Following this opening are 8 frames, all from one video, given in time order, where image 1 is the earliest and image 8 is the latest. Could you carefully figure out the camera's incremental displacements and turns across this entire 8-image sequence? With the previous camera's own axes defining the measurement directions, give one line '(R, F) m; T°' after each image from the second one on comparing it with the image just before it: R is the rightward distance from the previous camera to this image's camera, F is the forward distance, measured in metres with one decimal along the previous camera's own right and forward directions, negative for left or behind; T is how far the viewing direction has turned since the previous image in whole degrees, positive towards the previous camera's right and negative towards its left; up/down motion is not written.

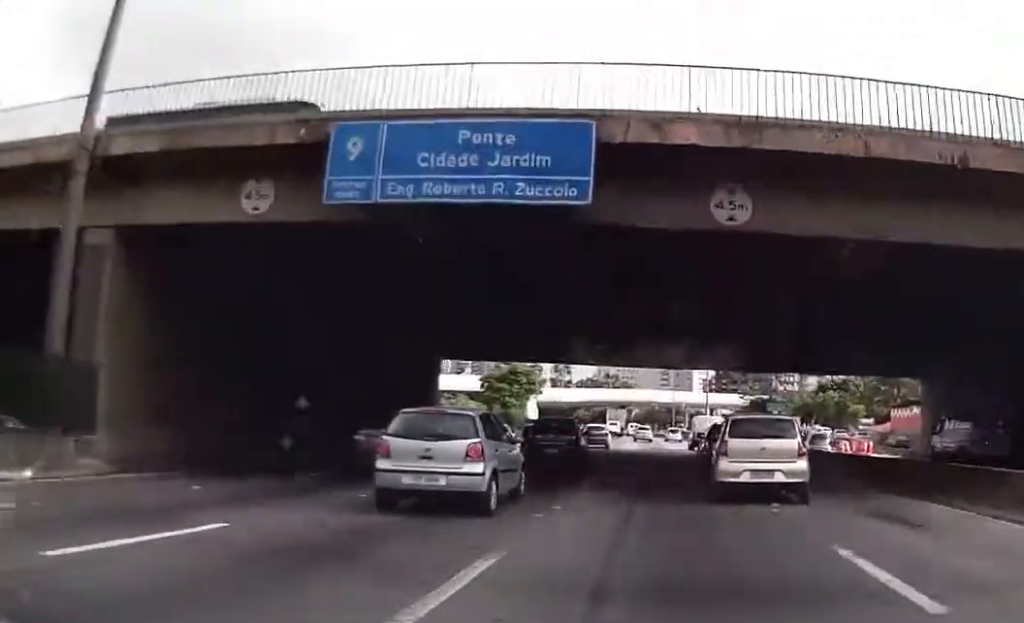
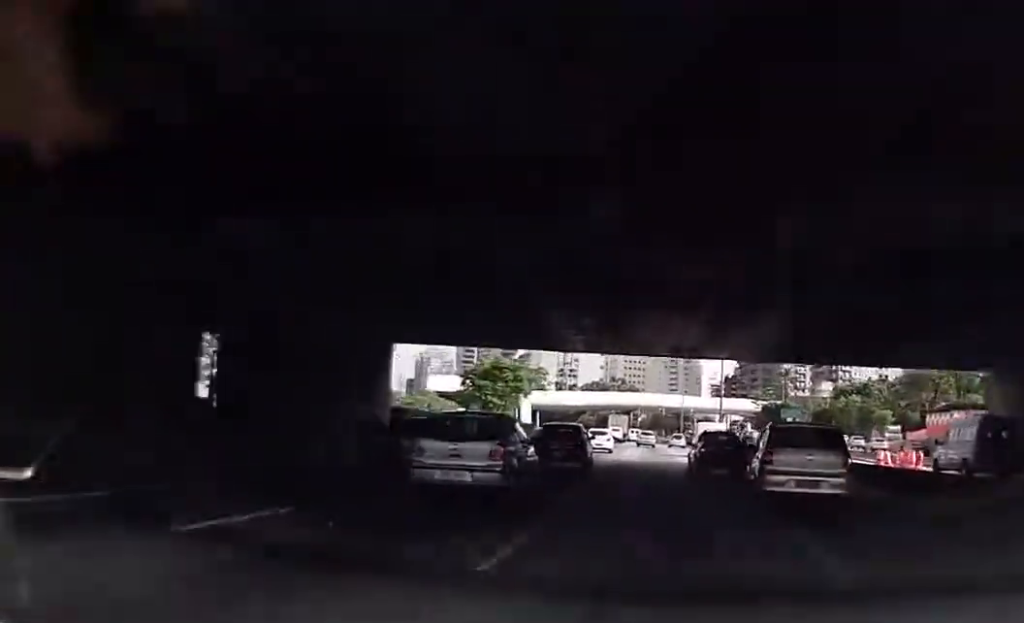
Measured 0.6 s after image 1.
(0.0, +10.0) m; -1°
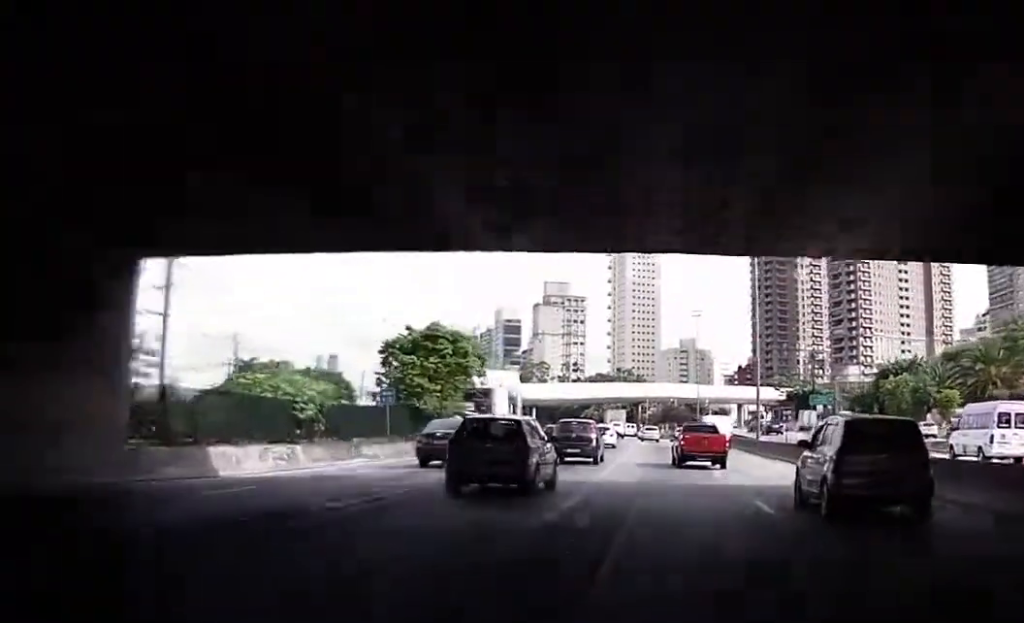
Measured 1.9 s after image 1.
(-0.4, +20.4) m; -2°
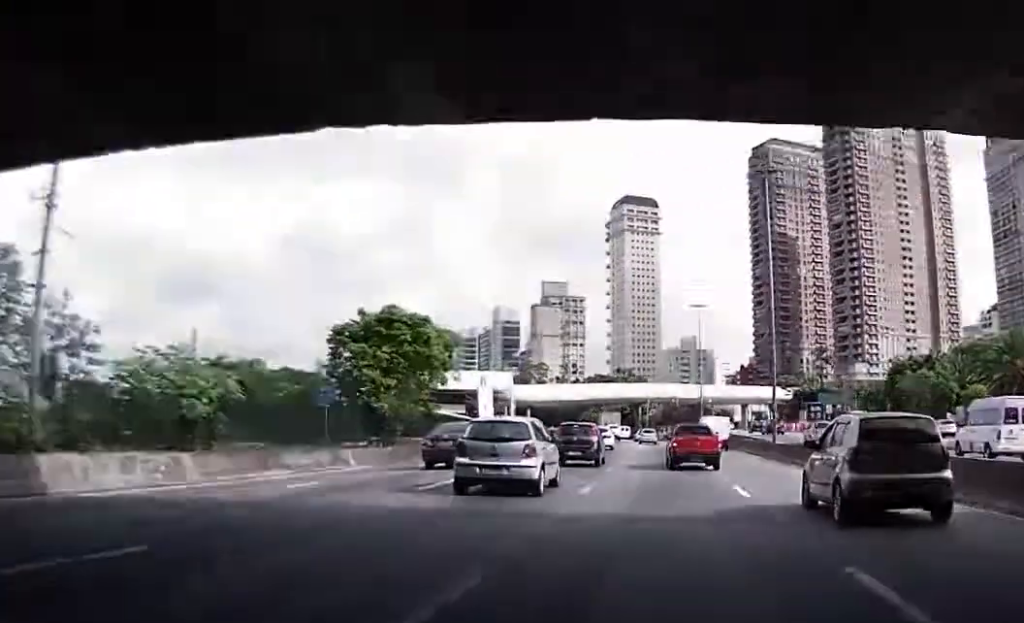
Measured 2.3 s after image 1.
(-0.1, +7.1) m; -1°
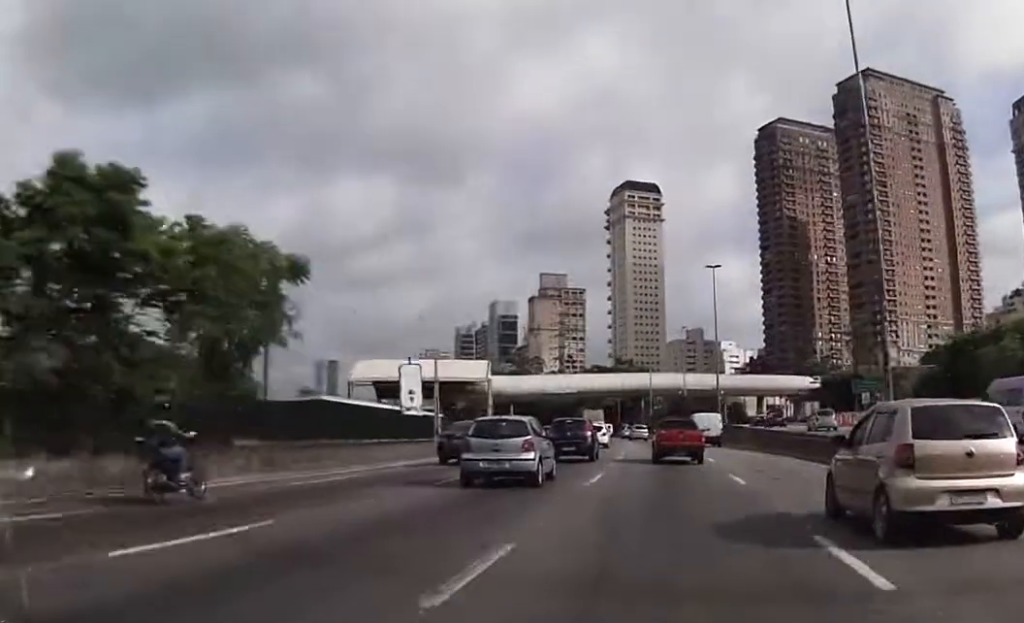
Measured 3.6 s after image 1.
(0.0, +20.8) m; 0°
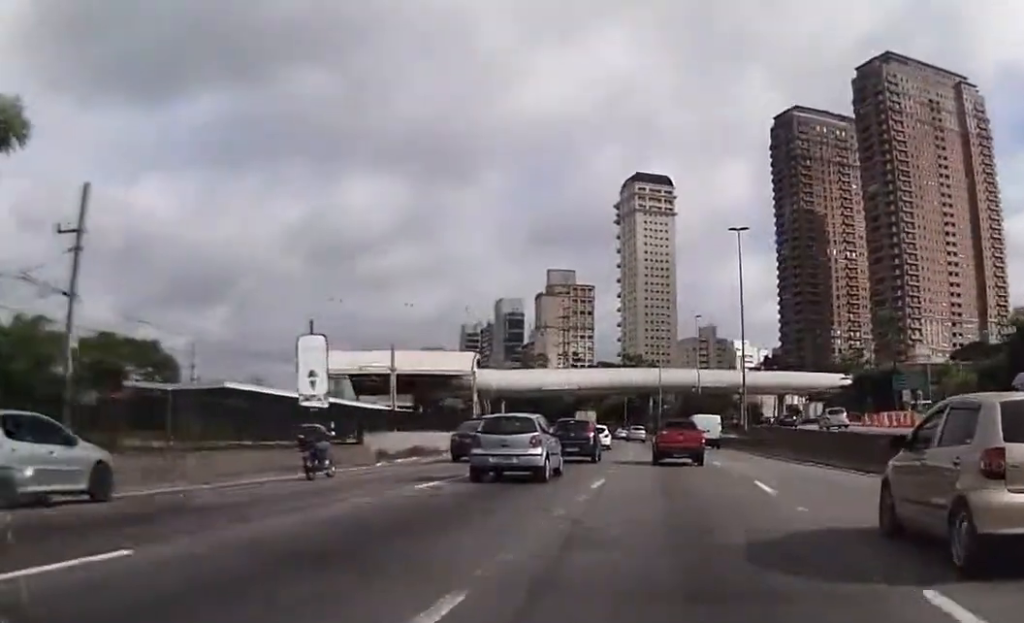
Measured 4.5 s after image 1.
(0.0, +15.1) m; 0°
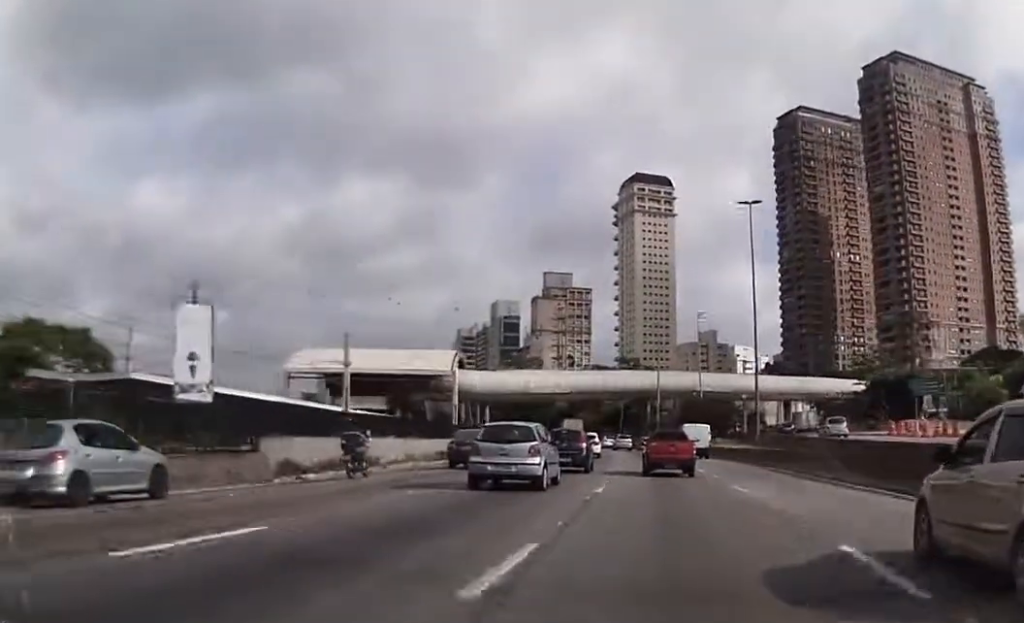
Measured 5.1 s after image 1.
(0.0, +9.3) m; 0°
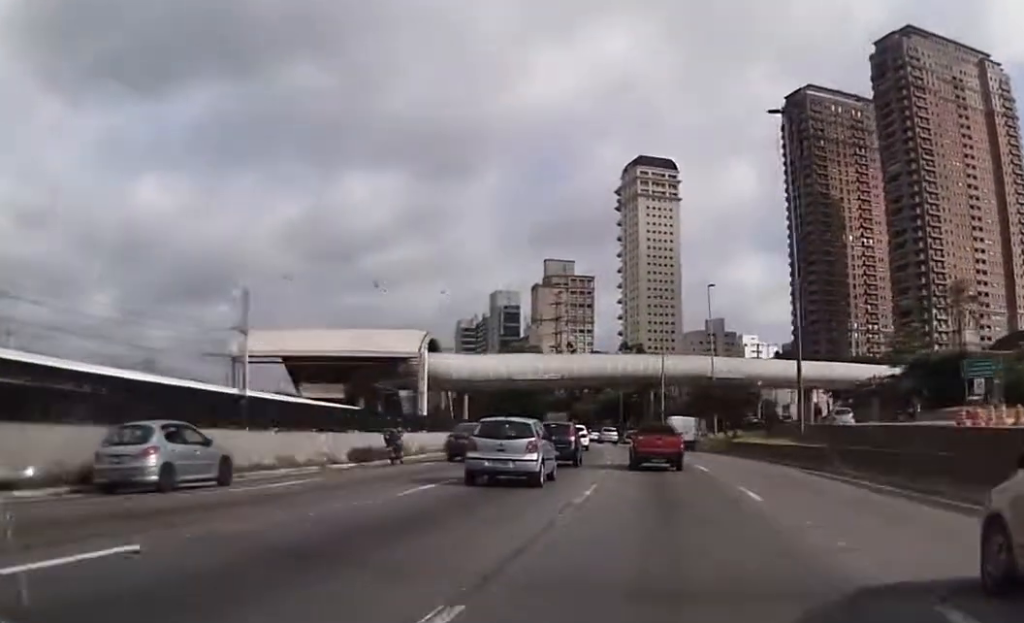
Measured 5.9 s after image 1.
(0.0, +14.6) m; 0°
